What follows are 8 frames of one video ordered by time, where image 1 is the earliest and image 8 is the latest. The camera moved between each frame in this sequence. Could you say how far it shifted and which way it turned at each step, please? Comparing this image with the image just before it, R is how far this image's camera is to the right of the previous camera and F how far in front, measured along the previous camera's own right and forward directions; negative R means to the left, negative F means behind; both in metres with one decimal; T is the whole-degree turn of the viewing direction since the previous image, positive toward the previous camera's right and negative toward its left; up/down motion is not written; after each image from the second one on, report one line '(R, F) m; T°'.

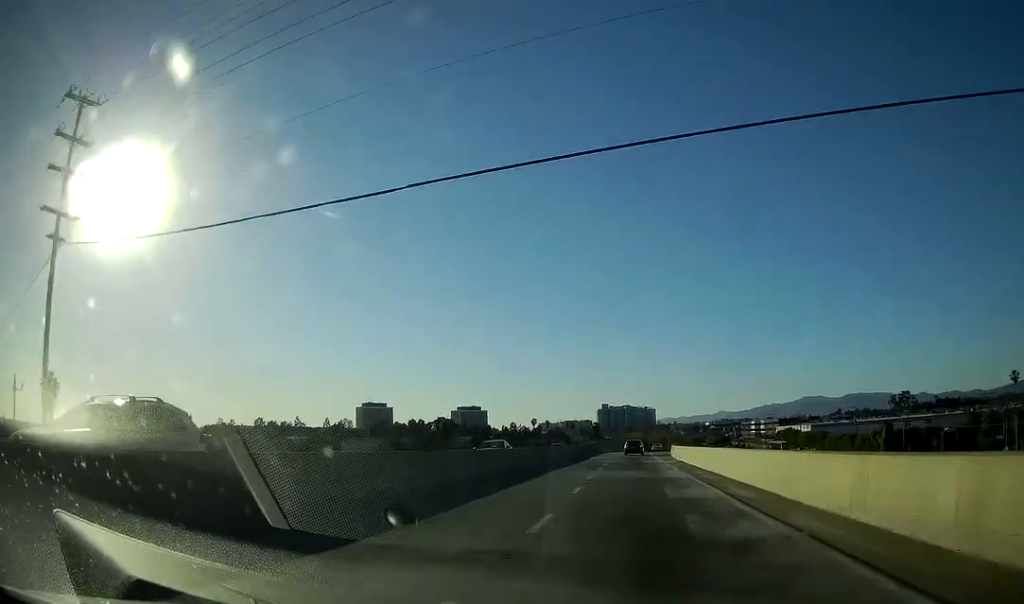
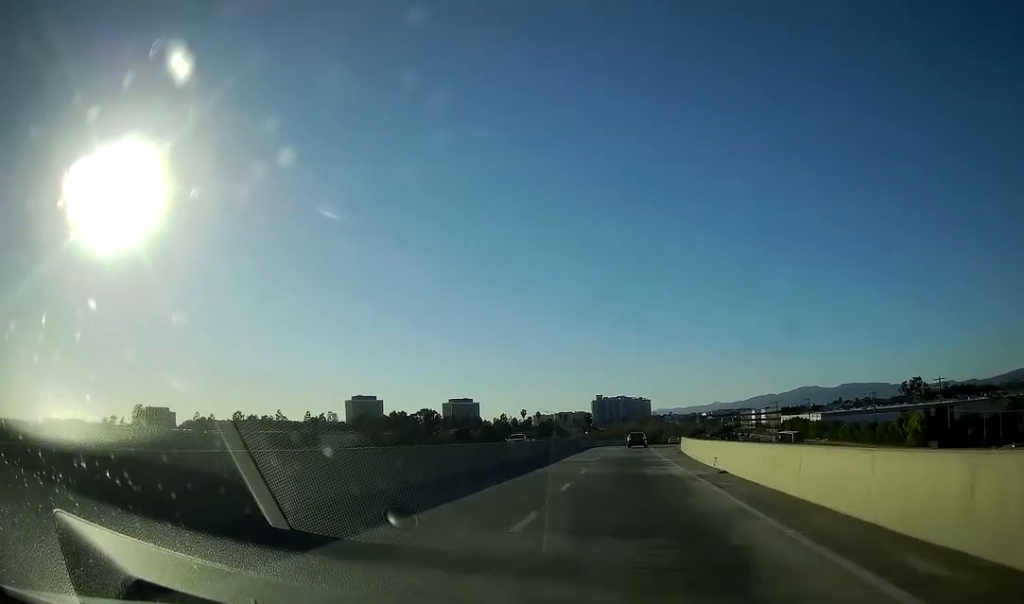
(0.0, +22.6) m; 0°
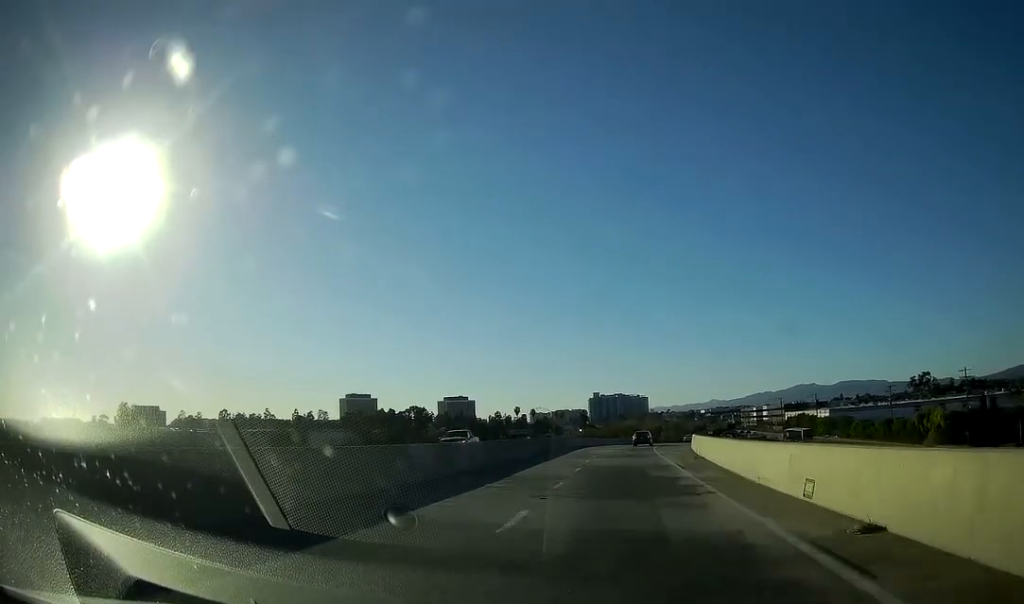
(-0.1, +13.9) m; 0°
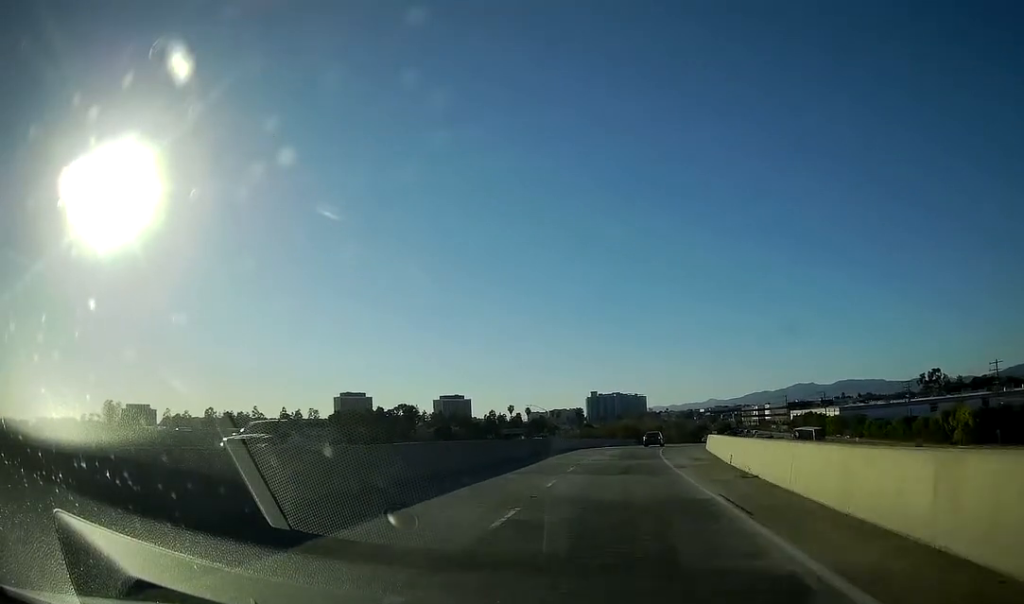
(+0.1, +14.5) m; 0°
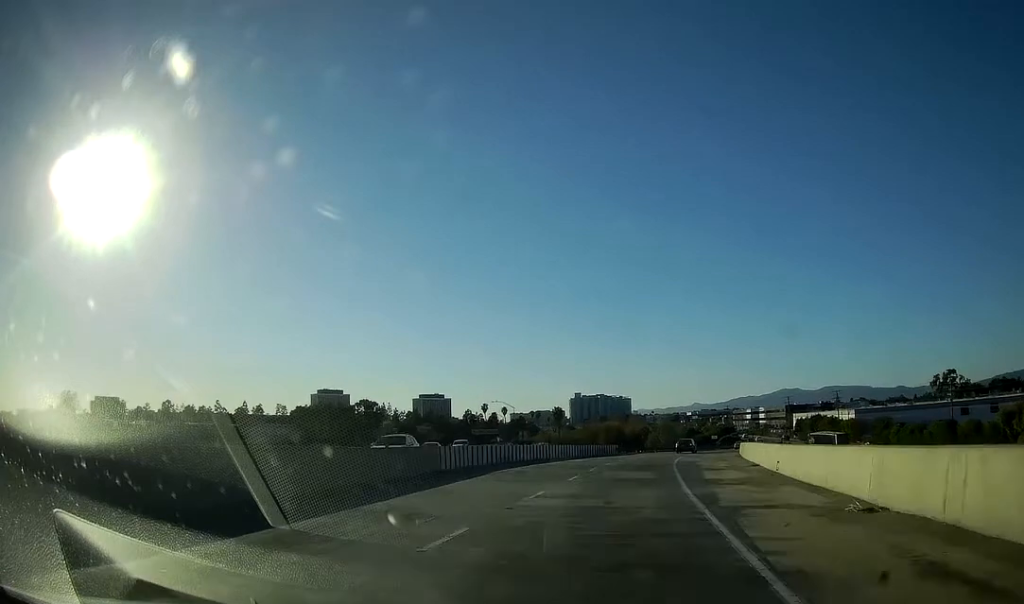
(+0.2, +31.1) m; +1°
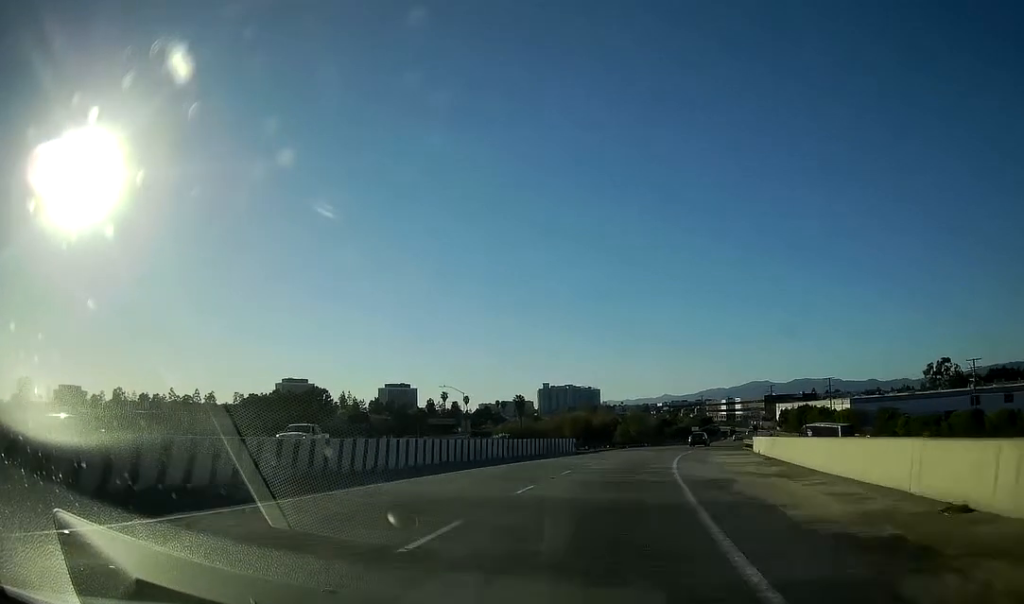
(+0.3, +22.3) m; +2°
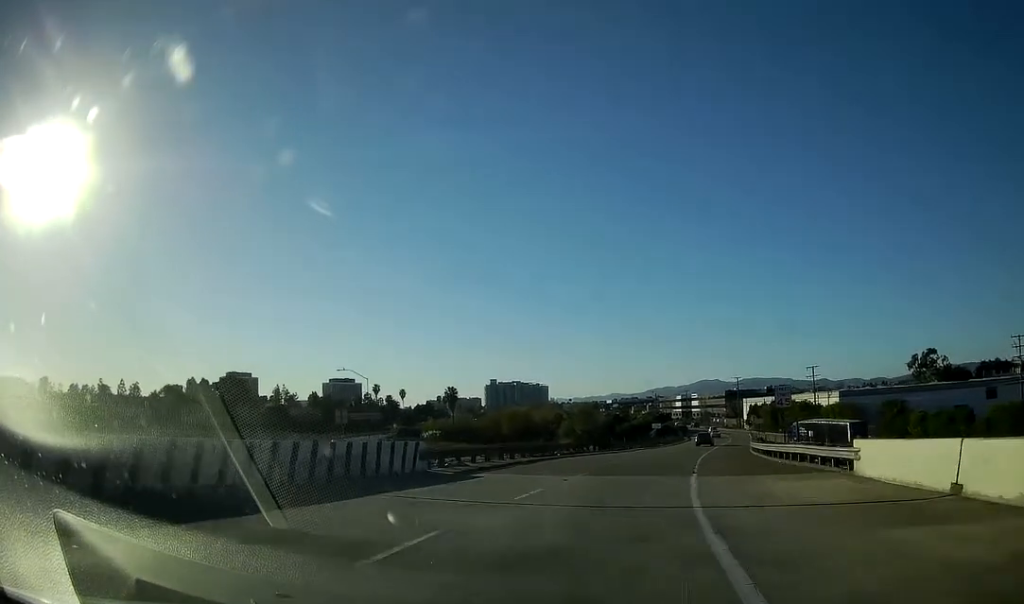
(+0.7, +30.0) m; +3°
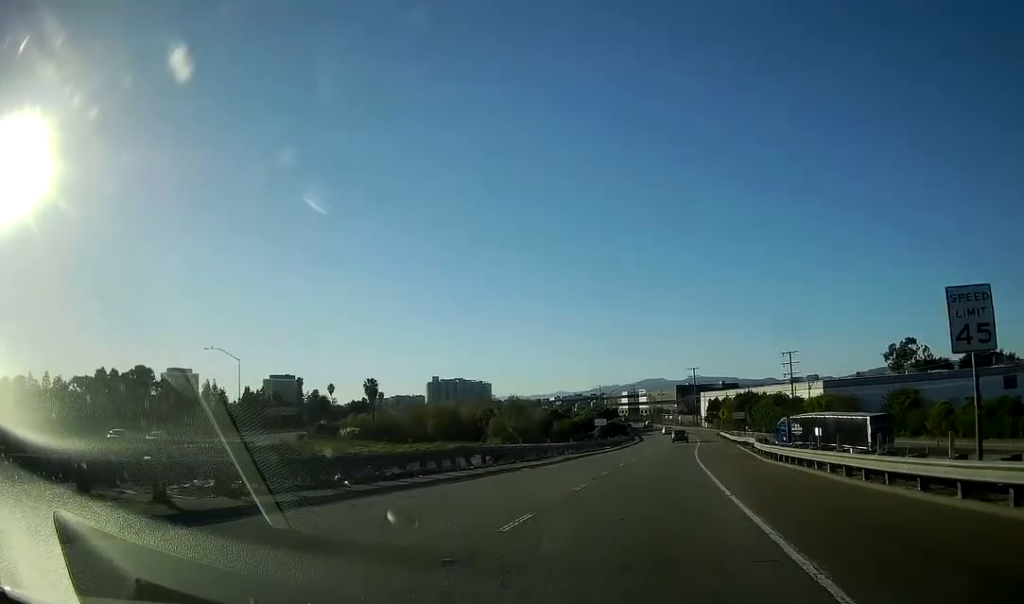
(+0.7, +26.8) m; +3°
